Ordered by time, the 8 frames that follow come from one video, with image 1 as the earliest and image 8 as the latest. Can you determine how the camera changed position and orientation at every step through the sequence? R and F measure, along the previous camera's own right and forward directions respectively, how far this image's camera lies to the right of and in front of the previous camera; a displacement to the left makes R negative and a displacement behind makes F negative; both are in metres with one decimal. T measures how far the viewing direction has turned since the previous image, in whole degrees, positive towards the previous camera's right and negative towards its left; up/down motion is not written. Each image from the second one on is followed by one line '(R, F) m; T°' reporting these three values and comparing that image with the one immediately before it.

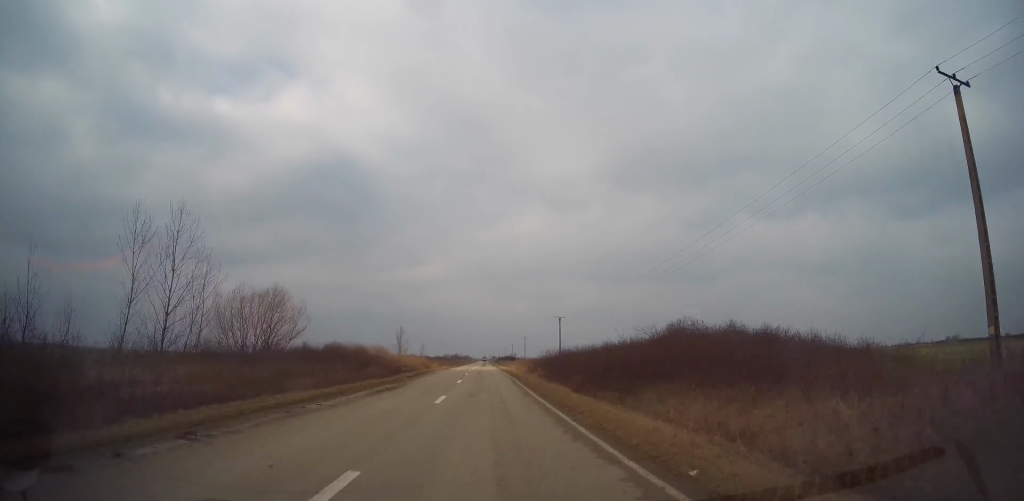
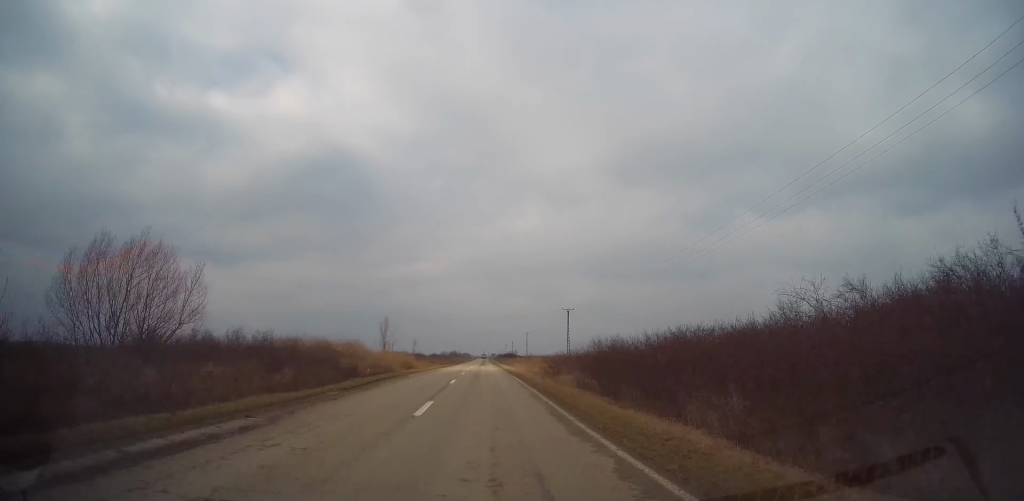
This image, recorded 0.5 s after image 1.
(0.0, +15.5) m; 0°
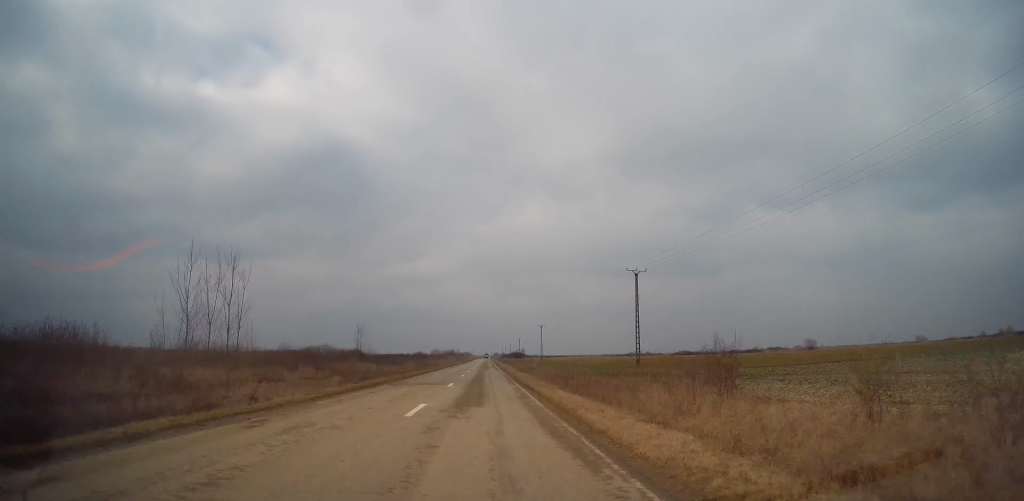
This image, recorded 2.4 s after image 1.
(+0.5, +57.3) m; +1°
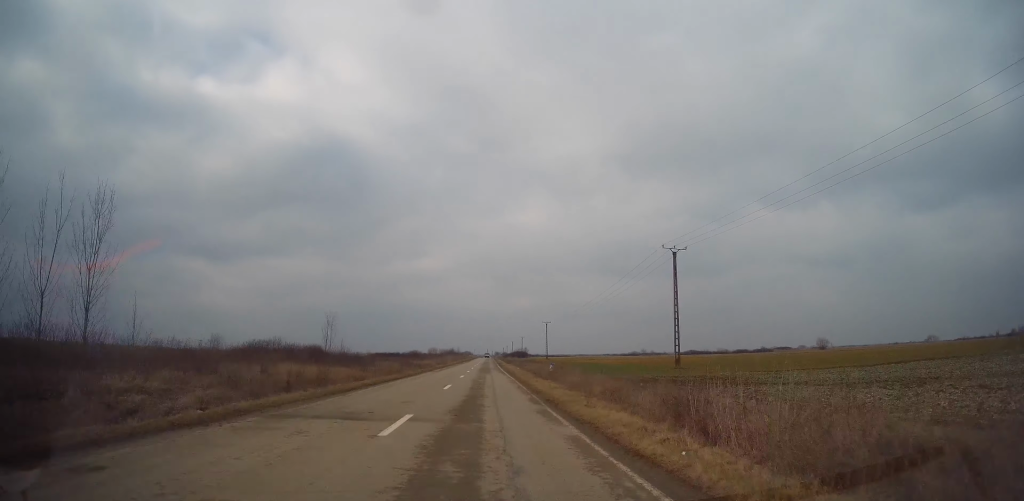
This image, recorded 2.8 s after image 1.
(-0.1, +14.5) m; 0°
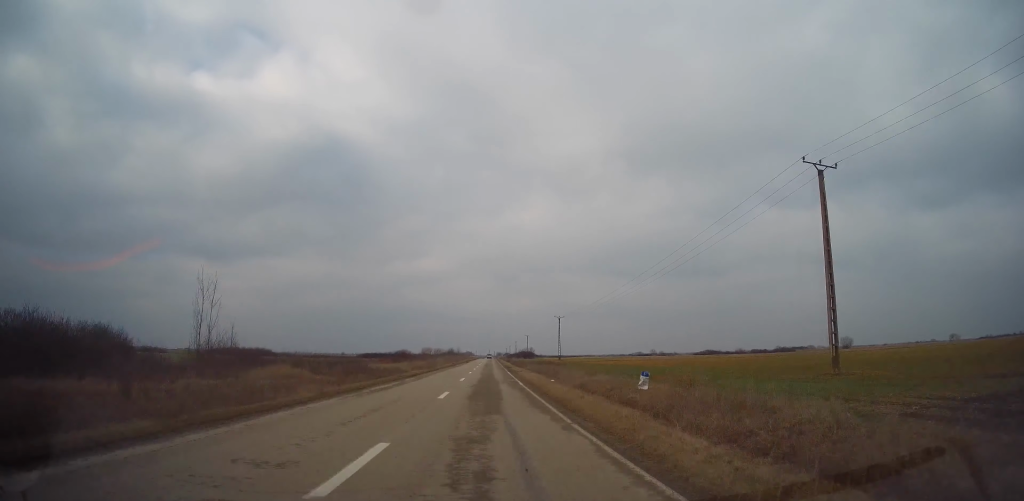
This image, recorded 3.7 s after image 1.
(-0.1, +27.0) m; 0°
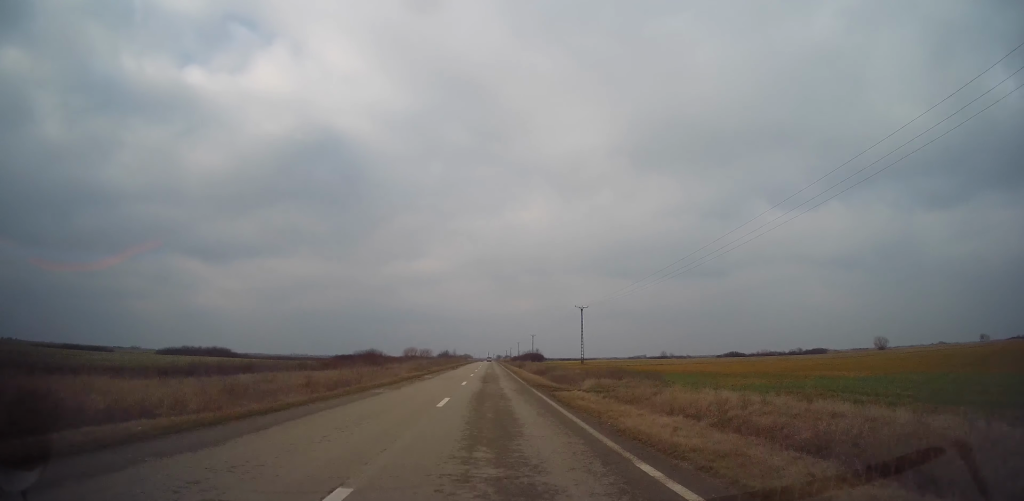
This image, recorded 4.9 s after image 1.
(0.0, +37.9) m; -1°
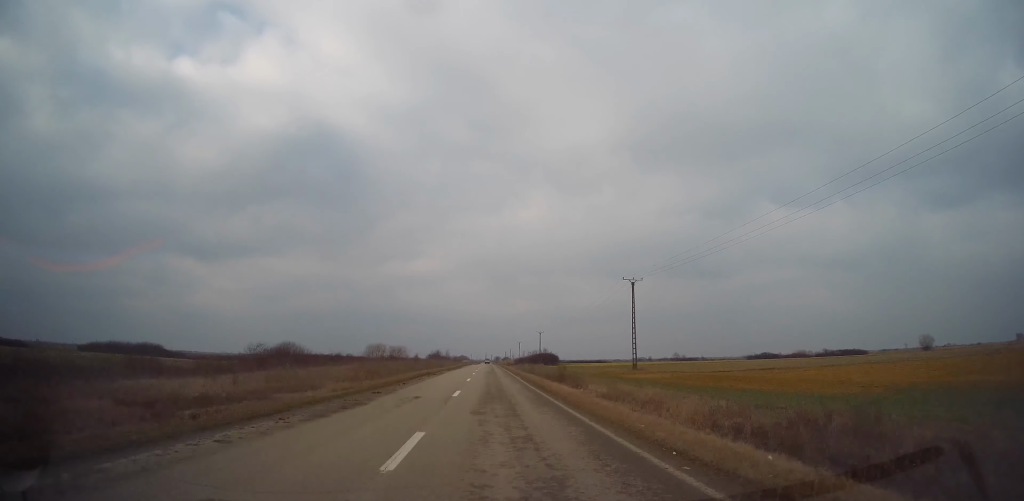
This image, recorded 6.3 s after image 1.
(-0.5, +43.7) m; 0°
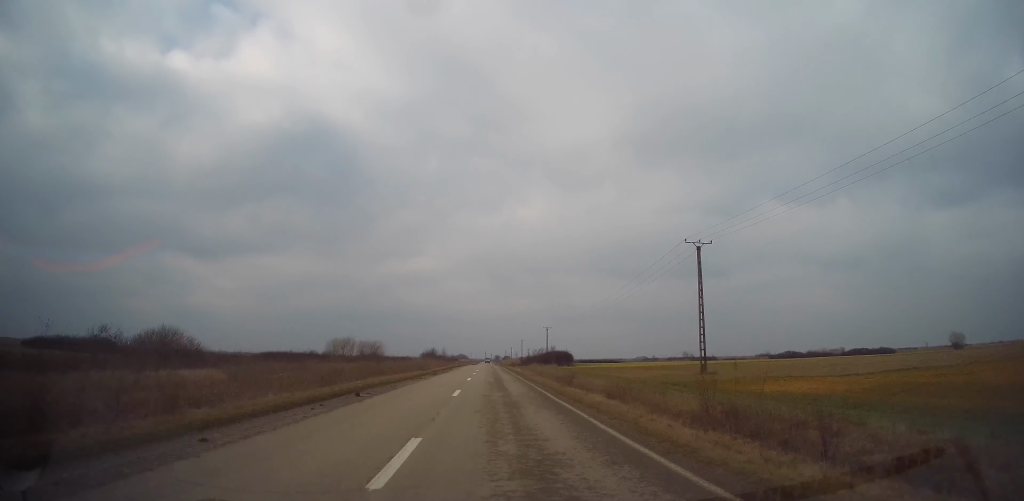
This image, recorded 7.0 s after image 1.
(+0.4, +24.7) m; +1°
